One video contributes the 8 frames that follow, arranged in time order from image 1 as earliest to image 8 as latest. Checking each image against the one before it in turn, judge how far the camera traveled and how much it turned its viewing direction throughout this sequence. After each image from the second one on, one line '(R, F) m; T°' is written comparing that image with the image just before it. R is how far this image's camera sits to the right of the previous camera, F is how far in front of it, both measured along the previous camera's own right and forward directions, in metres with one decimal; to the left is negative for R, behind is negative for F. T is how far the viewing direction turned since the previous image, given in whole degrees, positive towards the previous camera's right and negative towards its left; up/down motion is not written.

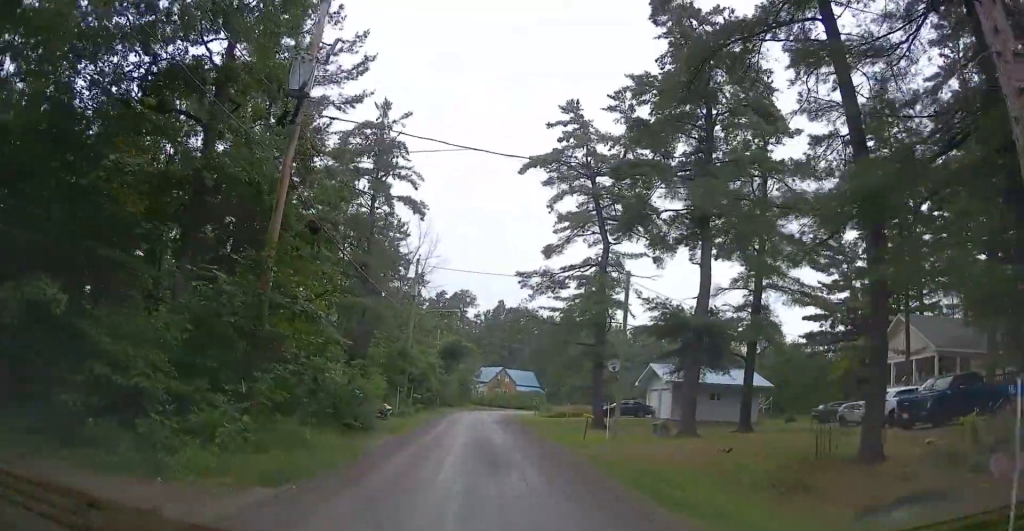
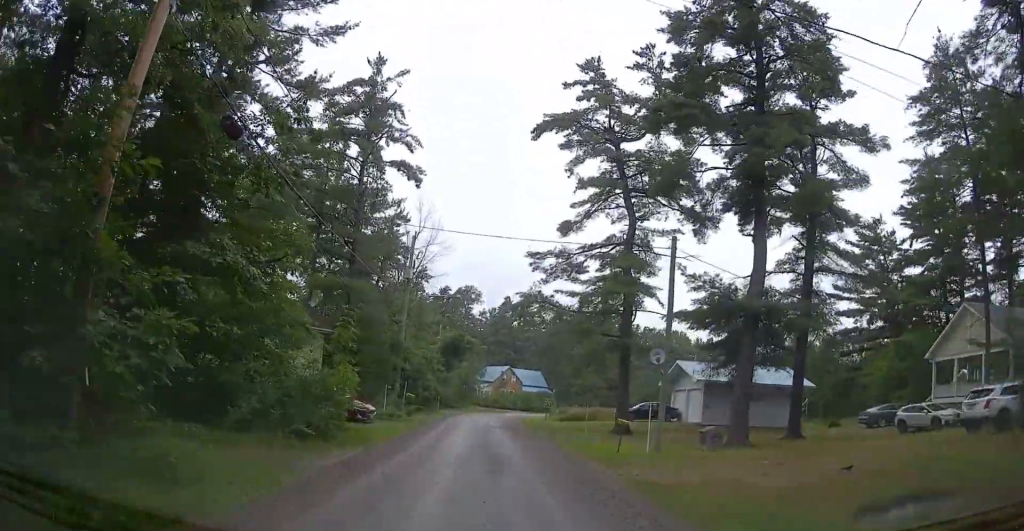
(+0.1, +5.7) m; -2°
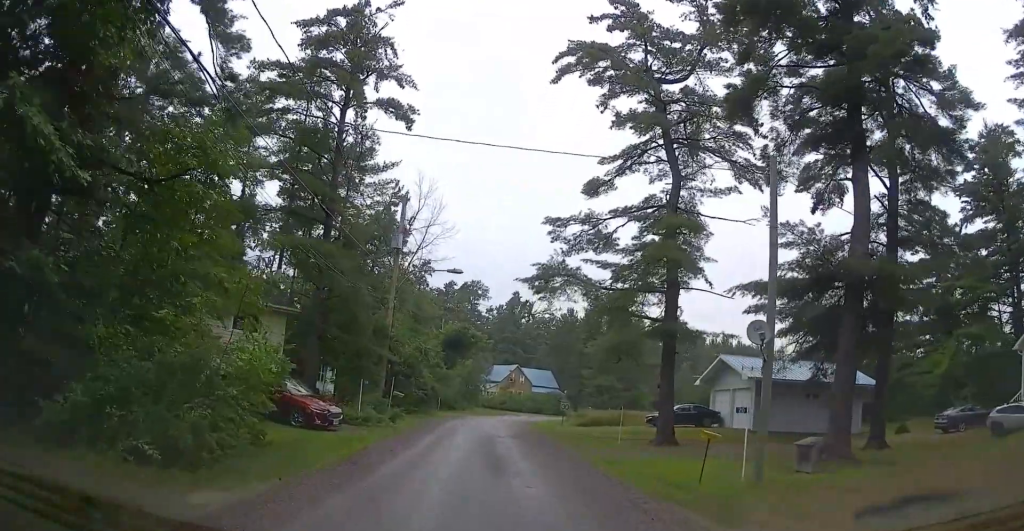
(-0.4, +7.1) m; -2°
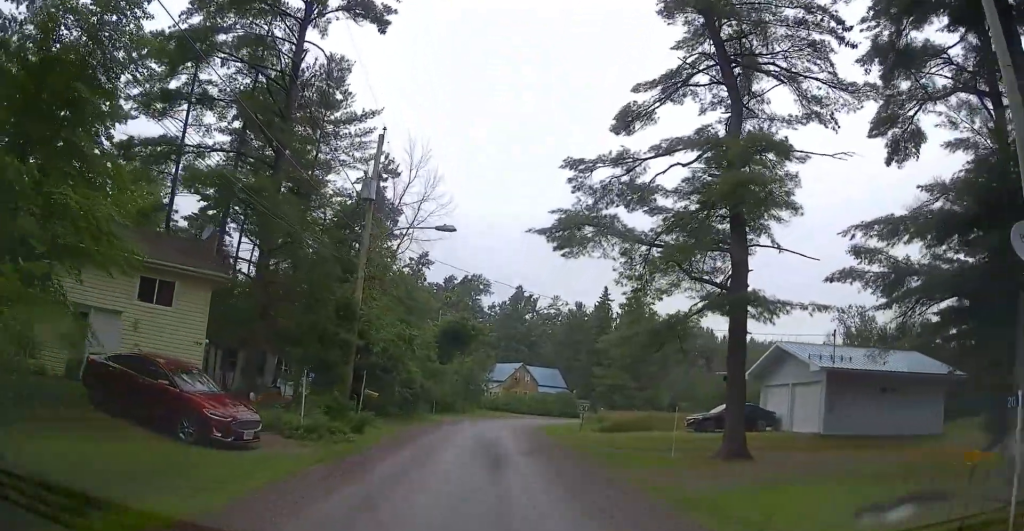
(+0.1, +7.7) m; 0°
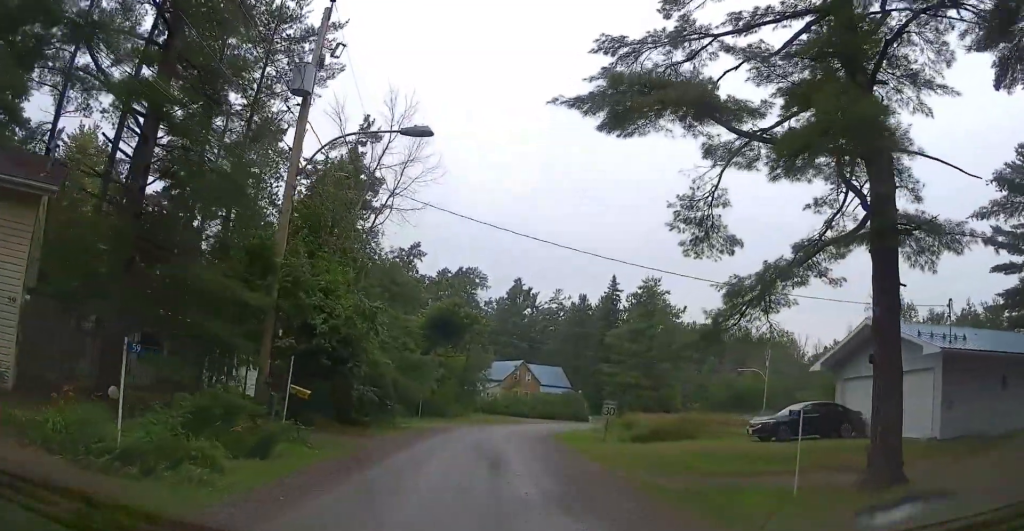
(0.0, +9.2) m; -1°
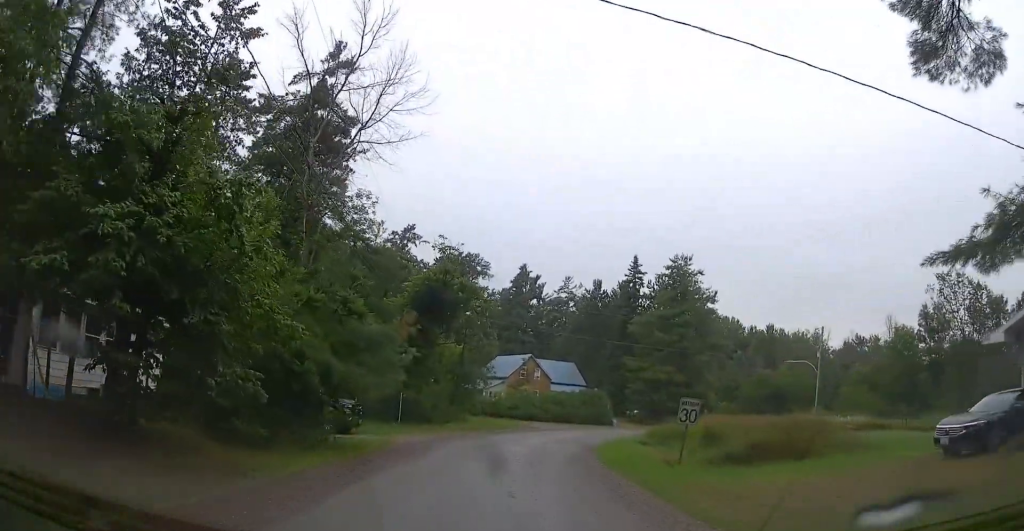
(-0.1, +12.9) m; +1°
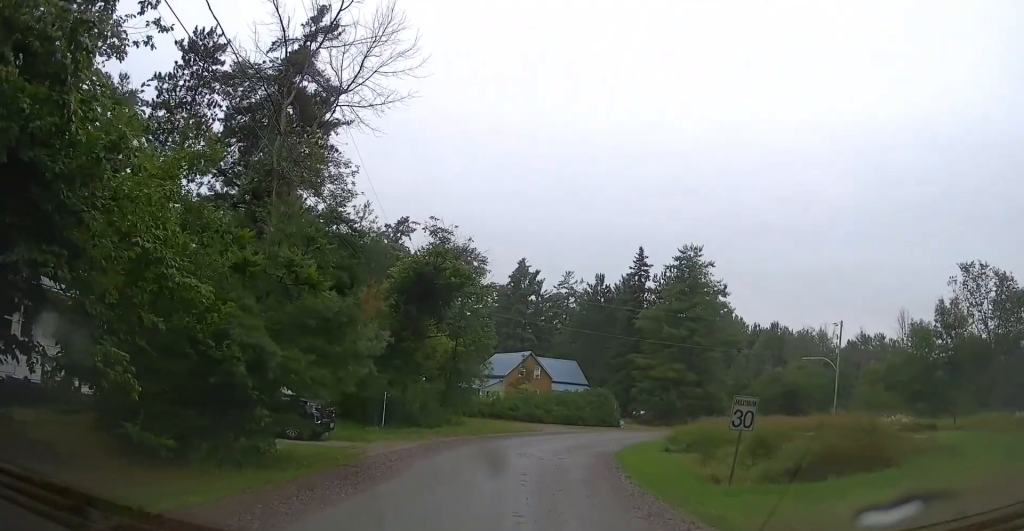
(+0.1, +4.8) m; 0°
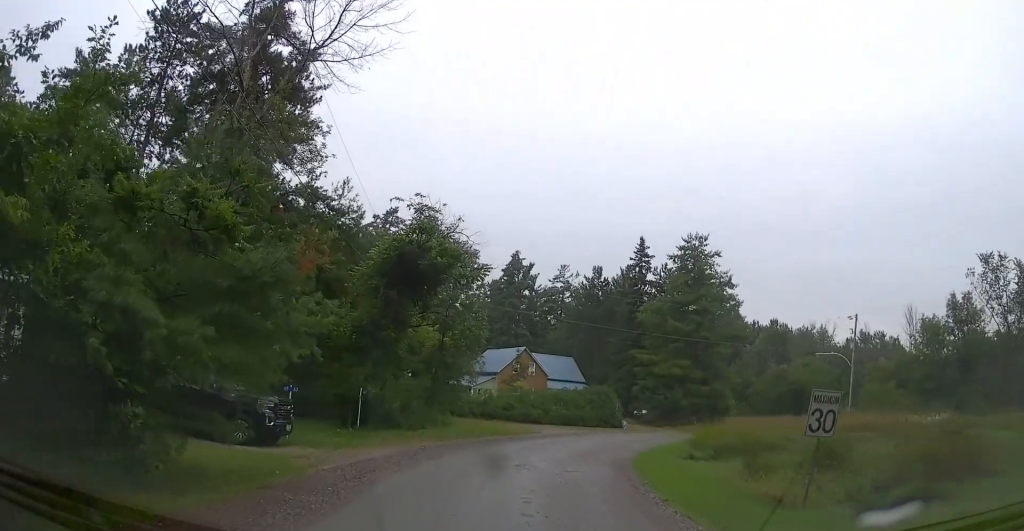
(+0.1, +4.5) m; -2°
